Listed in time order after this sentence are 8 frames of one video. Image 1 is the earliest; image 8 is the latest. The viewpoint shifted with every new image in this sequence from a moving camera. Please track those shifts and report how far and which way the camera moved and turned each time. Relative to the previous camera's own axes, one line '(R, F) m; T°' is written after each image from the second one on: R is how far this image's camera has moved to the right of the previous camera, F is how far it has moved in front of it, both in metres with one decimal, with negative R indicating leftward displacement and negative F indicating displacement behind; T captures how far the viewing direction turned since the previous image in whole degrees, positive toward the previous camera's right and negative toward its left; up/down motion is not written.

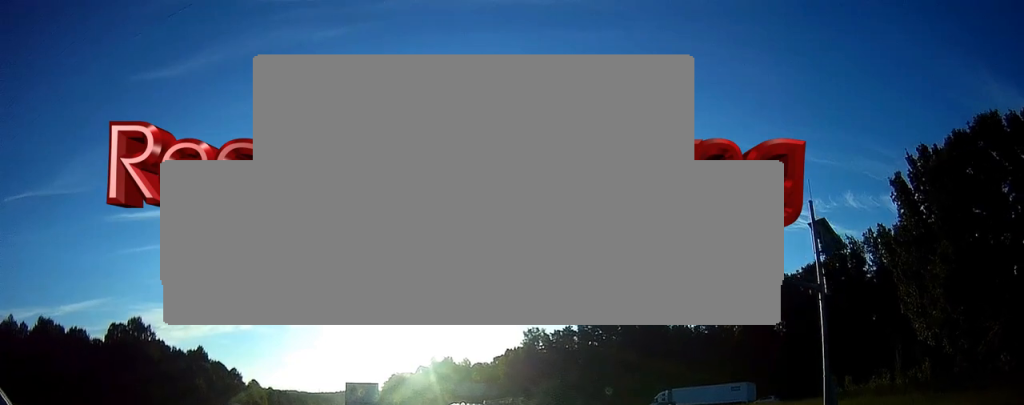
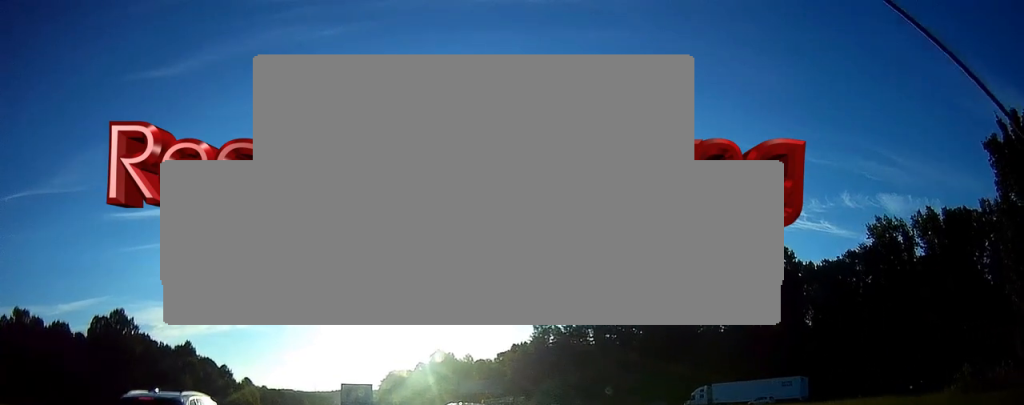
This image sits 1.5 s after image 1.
(-0.4, +13.5) m; -3°
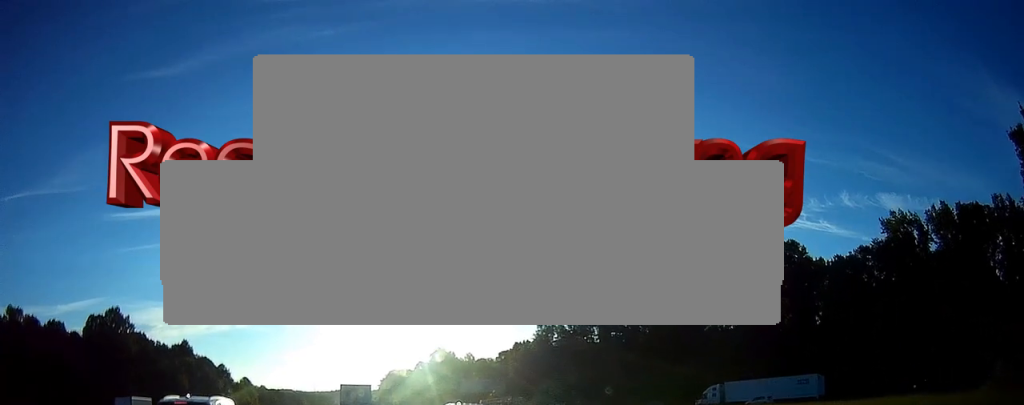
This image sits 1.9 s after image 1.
(0.0, +3.7) m; 0°
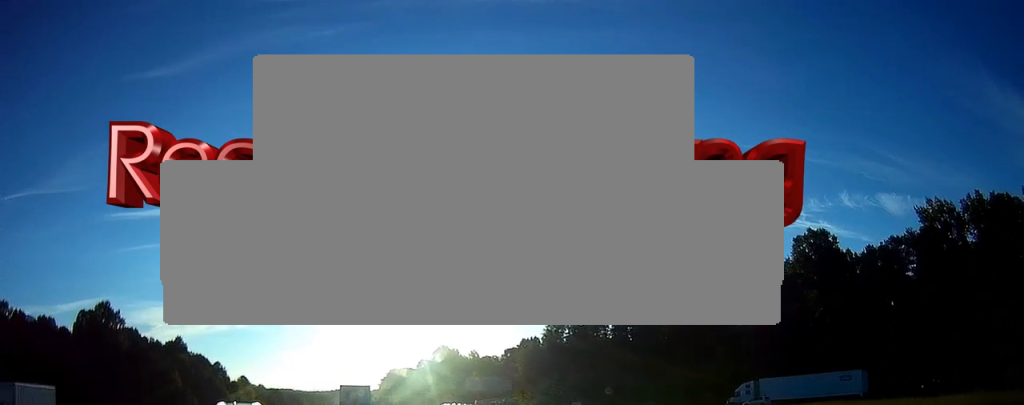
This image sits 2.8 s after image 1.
(0.0, +8.5) m; +1°
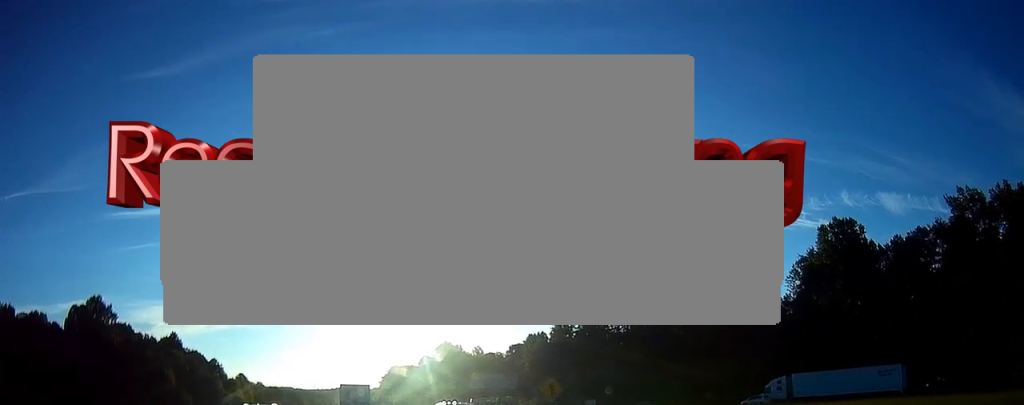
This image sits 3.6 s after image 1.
(0.0, +6.9) m; +2°
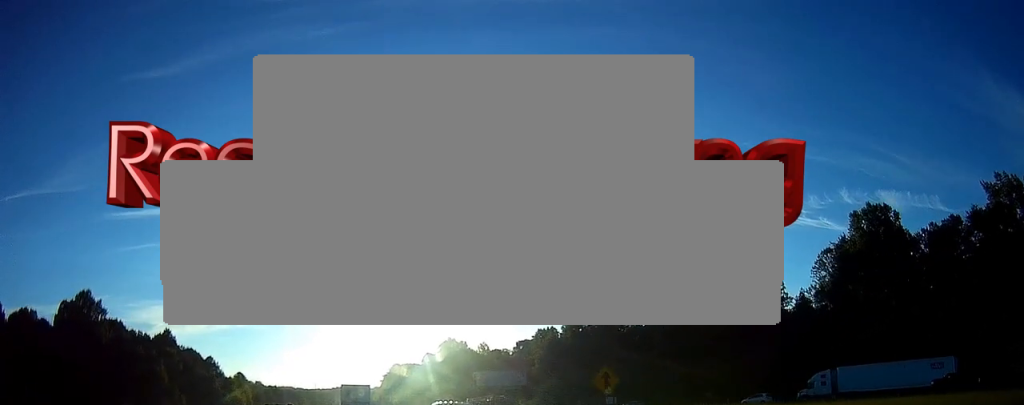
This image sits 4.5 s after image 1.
(+0.4, +8.3) m; 0°
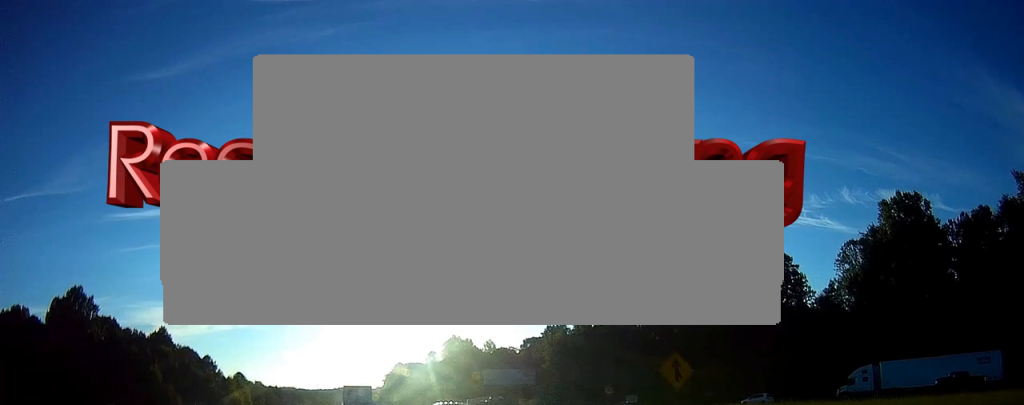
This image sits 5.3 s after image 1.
(-0.4, +6.7) m; 0°
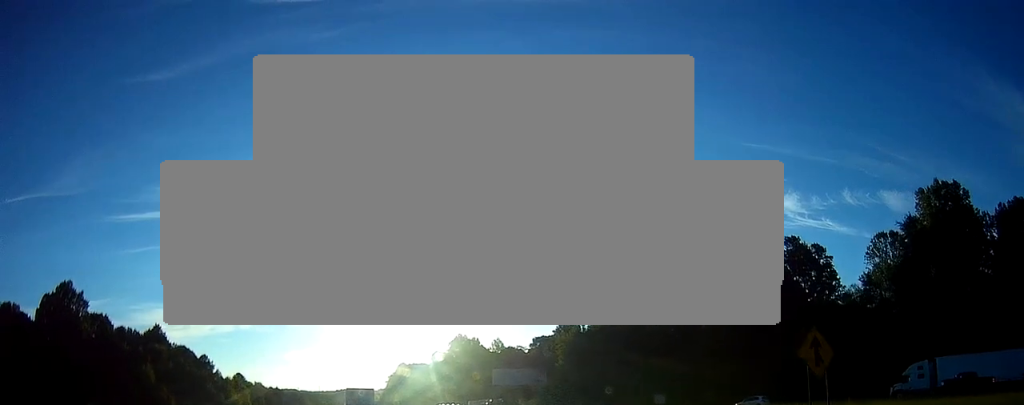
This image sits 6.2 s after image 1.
(+0.3, +7.9) m; 0°
